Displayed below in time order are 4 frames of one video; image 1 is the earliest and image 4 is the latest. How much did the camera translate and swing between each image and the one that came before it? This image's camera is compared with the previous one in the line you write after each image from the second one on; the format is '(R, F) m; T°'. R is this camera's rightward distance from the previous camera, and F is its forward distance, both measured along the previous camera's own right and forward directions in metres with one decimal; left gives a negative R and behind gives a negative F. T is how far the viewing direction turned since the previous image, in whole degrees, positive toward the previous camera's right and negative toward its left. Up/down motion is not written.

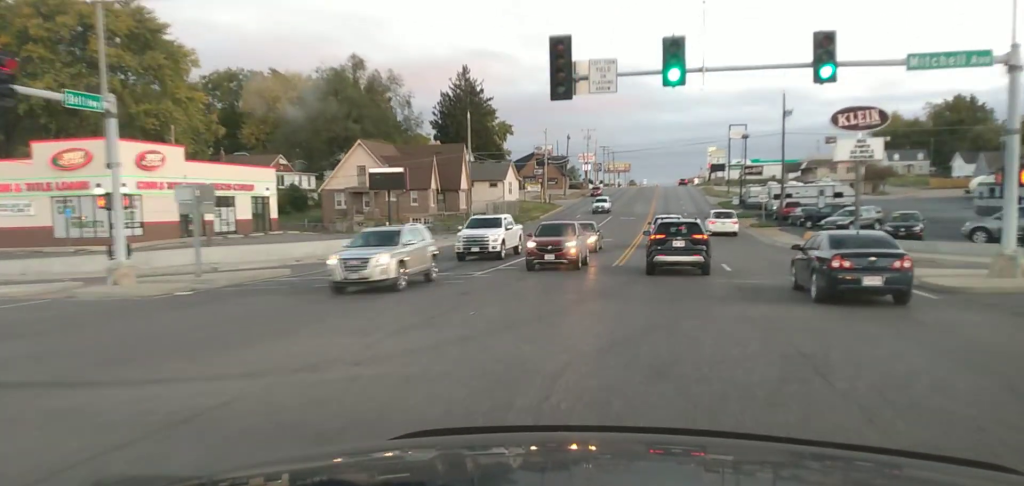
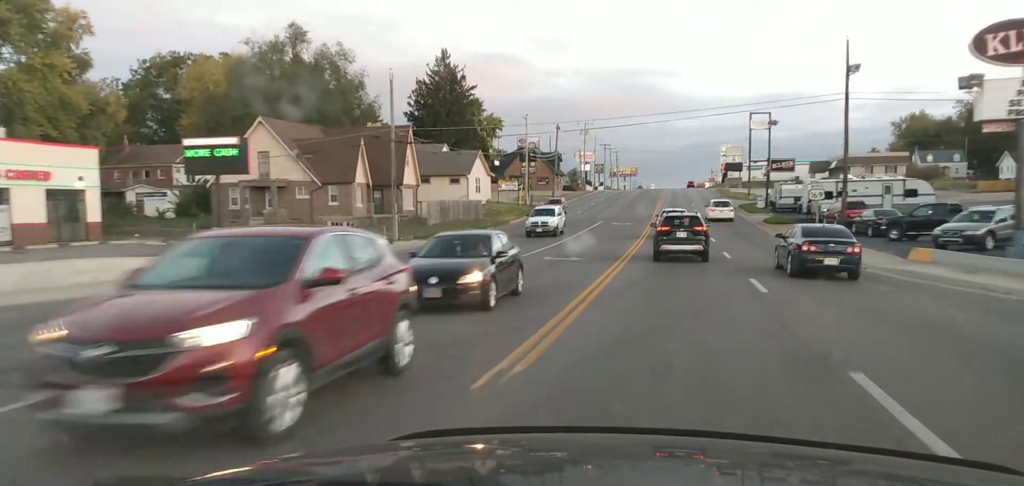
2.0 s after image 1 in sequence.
(-0.6, +17.9) m; -3°
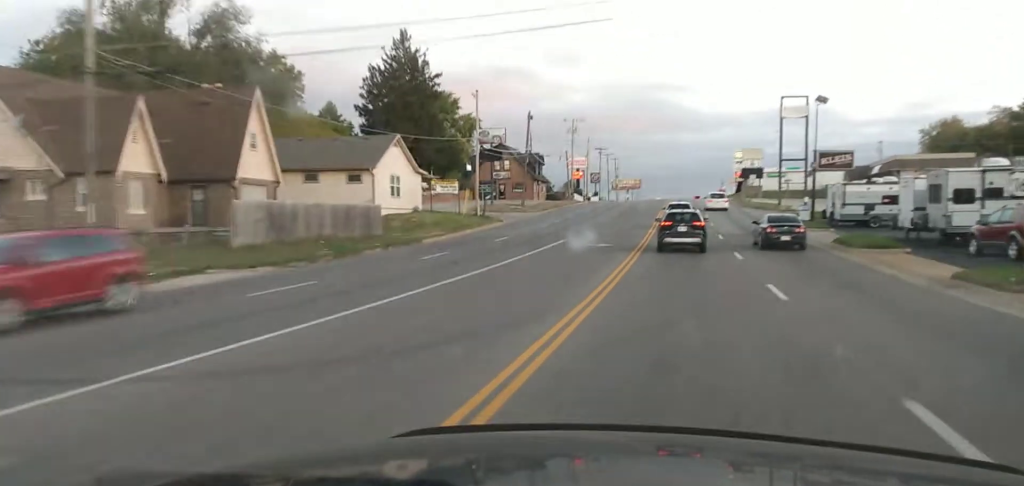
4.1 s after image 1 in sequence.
(+0.2, +23.7) m; +1°
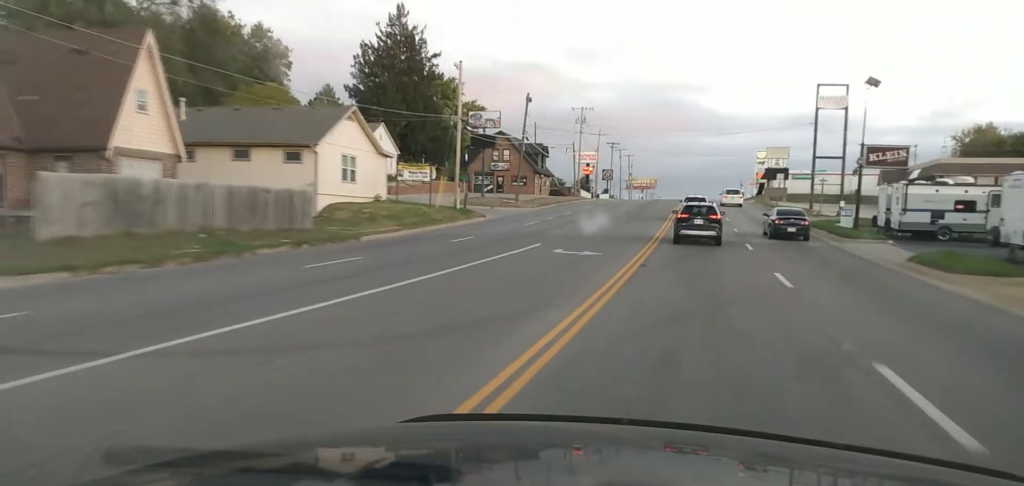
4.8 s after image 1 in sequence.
(0.0, +9.0) m; 0°
